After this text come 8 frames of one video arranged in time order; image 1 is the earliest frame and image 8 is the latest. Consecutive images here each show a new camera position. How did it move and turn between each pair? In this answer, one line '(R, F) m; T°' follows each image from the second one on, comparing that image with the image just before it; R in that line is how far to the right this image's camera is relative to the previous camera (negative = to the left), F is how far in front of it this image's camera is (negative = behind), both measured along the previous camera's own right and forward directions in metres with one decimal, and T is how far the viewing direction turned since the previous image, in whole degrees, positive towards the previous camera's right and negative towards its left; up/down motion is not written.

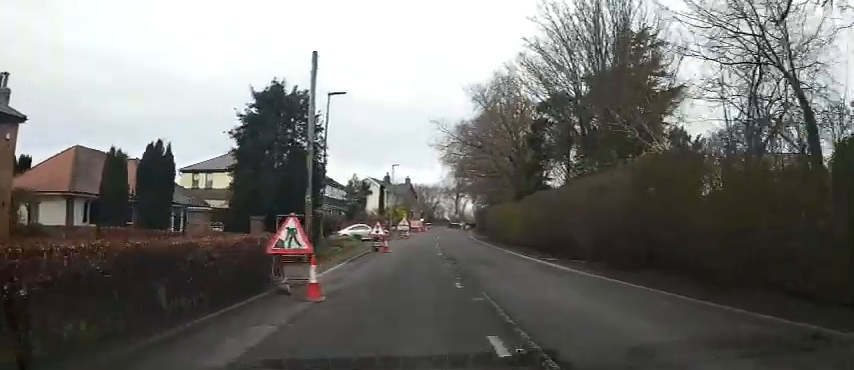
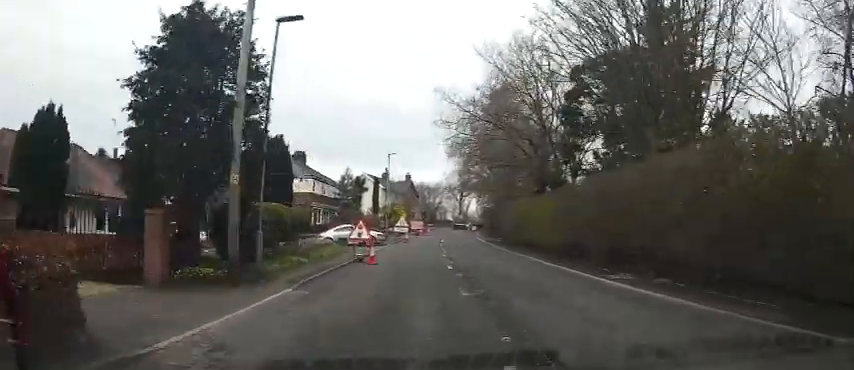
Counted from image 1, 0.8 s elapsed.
(0.0, +7.1) m; -1°
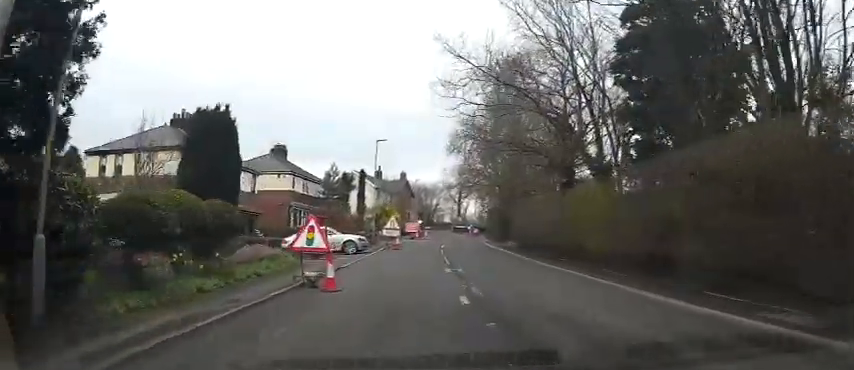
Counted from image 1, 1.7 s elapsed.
(-0.2, +7.3) m; +1°
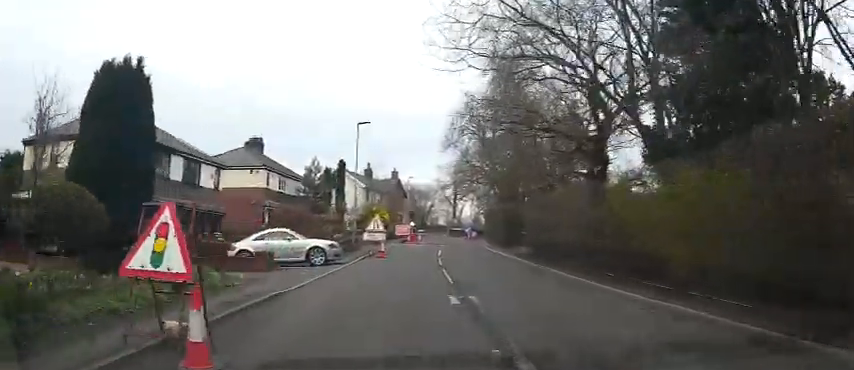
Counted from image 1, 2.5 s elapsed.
(+0.2, +6.2) m; +2°
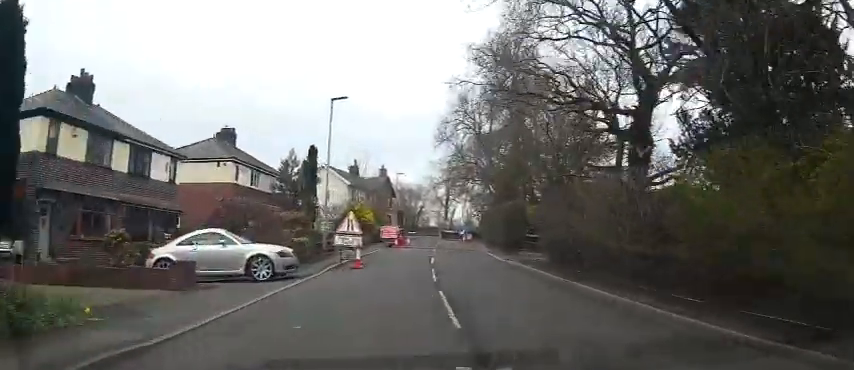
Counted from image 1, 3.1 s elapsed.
(+0.1, +5.0) m; 0°
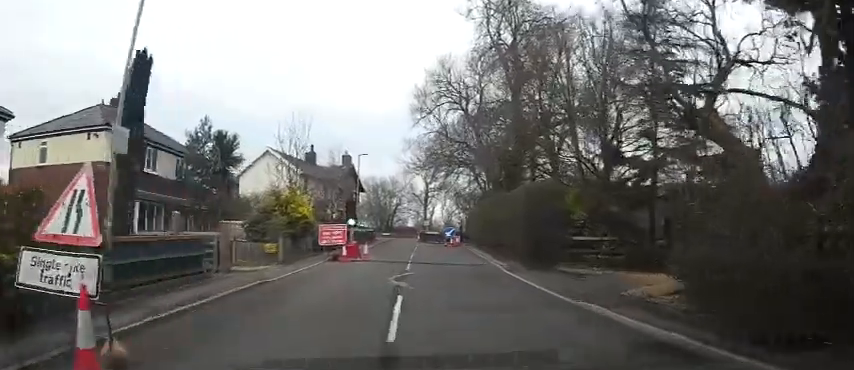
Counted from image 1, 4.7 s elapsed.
(-0.3, +12.9) m; 0°
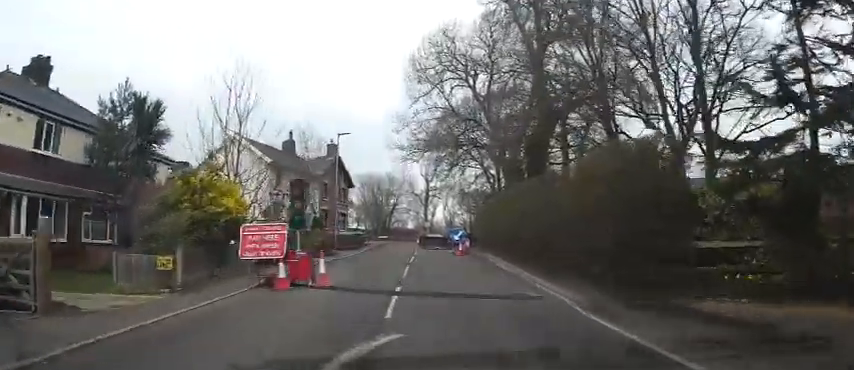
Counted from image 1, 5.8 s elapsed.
(+0.4, +8.6) m; +3°
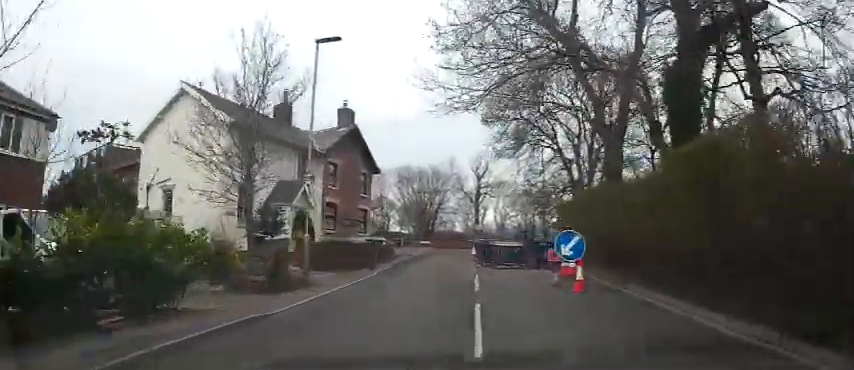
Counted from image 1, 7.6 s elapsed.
(-0.7, +14.1) m; -6°
